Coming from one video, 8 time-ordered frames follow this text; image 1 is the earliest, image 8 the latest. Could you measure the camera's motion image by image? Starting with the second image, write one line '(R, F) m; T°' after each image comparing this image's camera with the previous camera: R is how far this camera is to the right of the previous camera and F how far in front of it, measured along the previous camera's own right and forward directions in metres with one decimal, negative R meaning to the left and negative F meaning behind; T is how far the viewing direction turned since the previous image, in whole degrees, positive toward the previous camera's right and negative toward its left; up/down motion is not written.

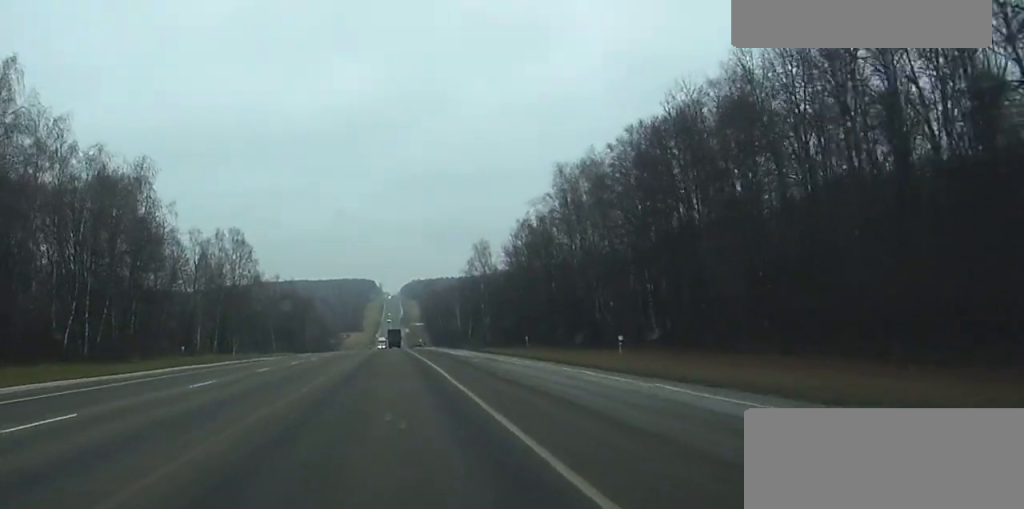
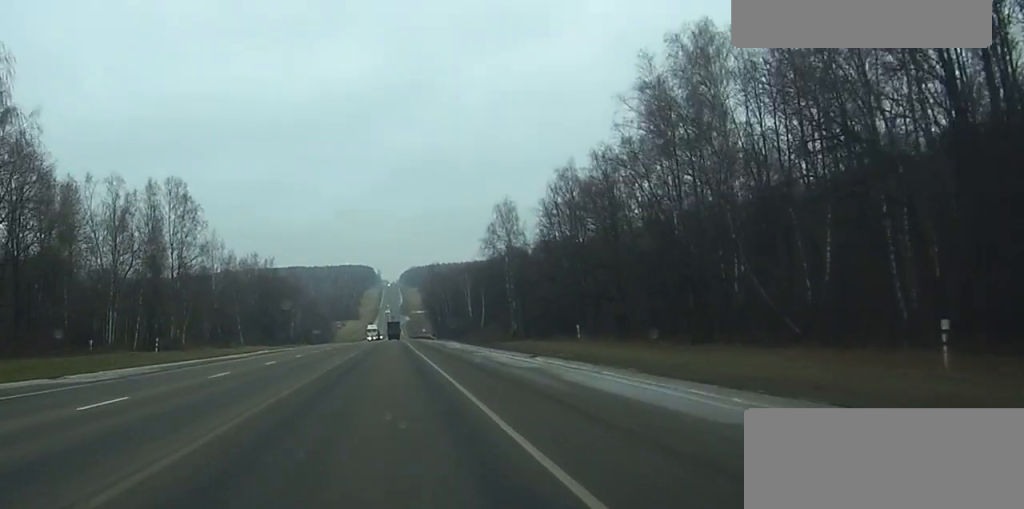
(0.0, +45.0) m; 0°
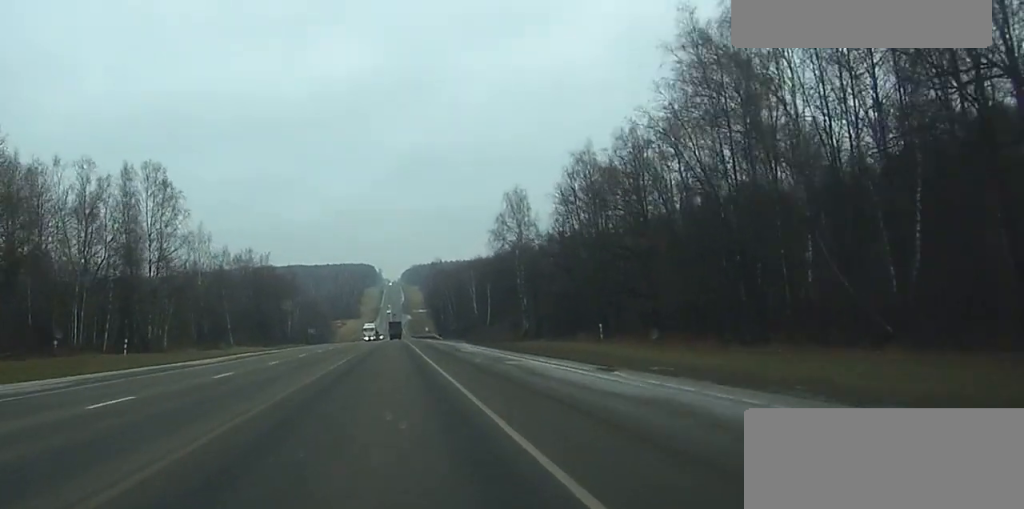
(0.0, +11.6) m; 0°
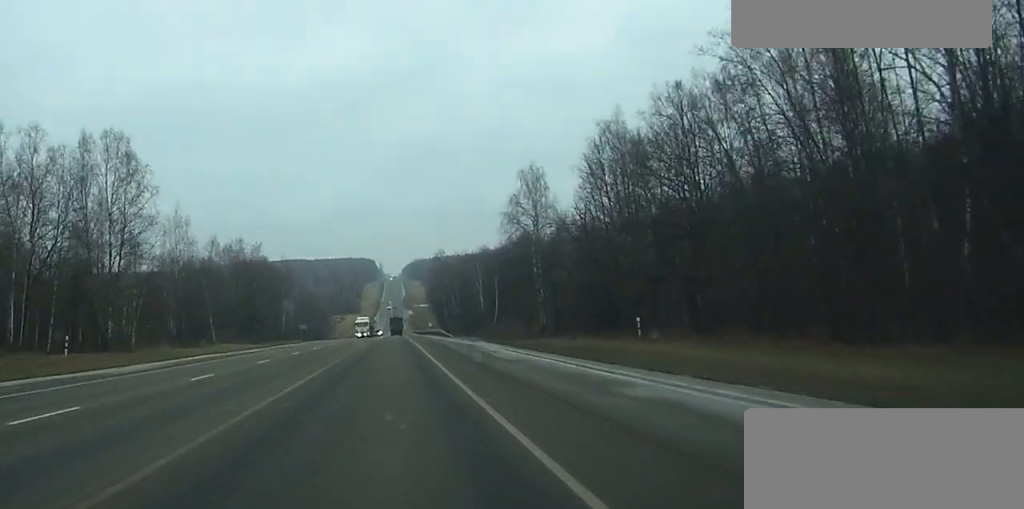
(0.0, +15.5) m; 0°
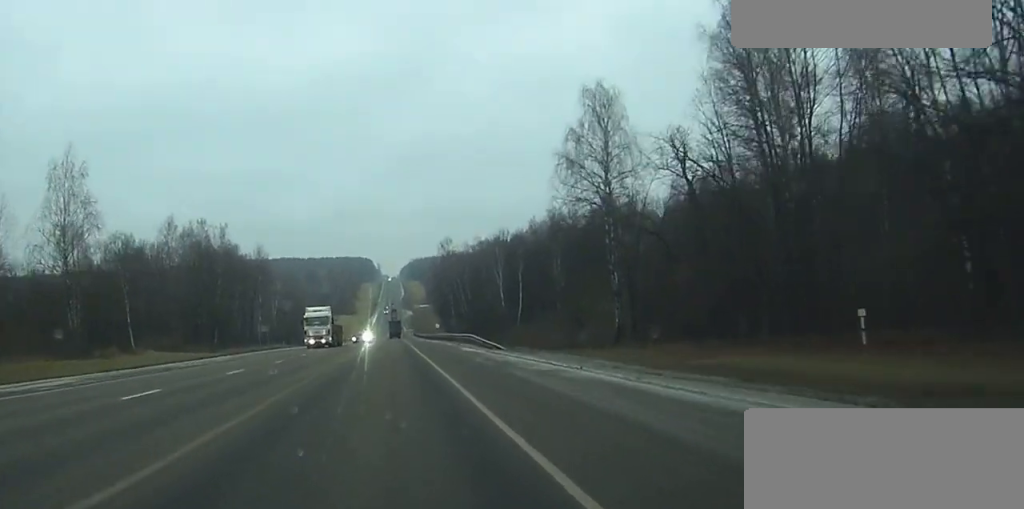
(0.0, +42.5) m; 0°
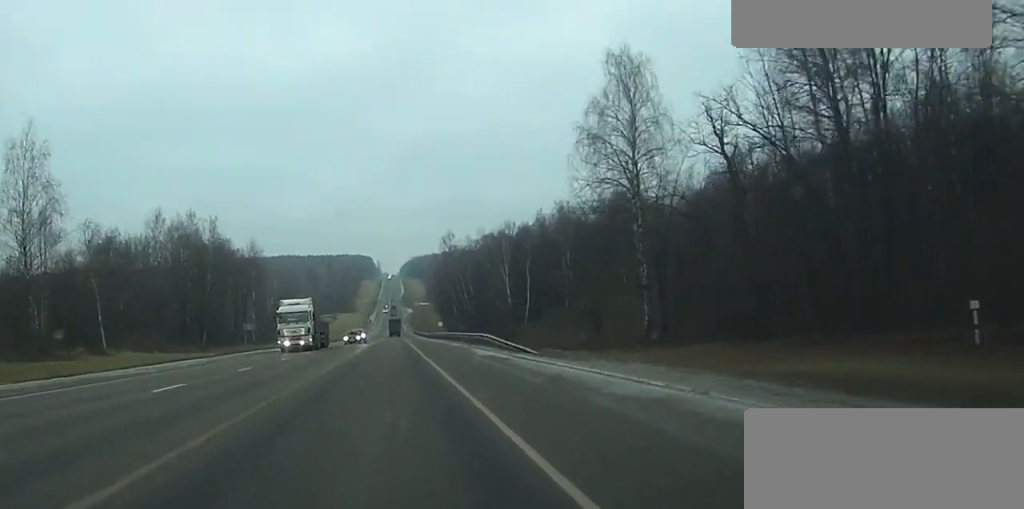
(-0.1, +9.5) m; 0°
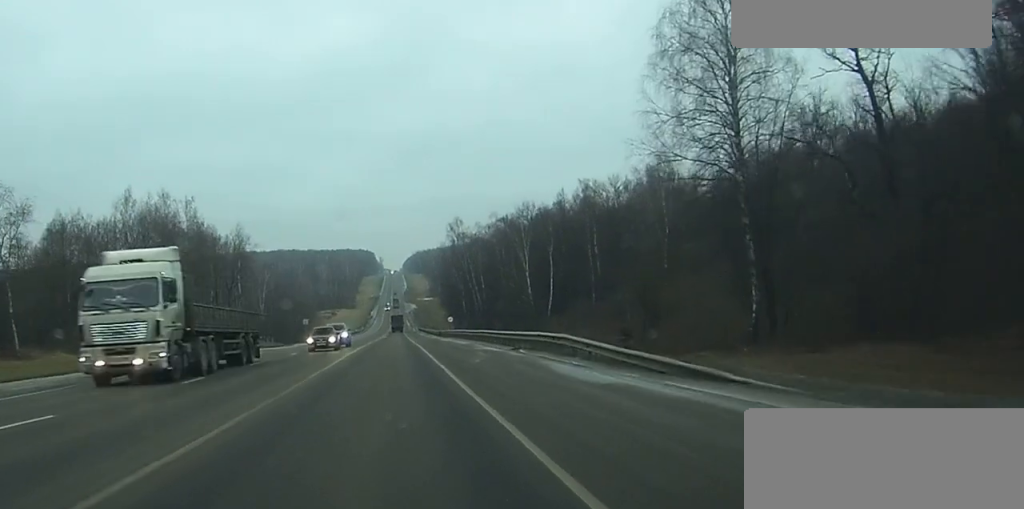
(0.0, +21.6) m; 0°
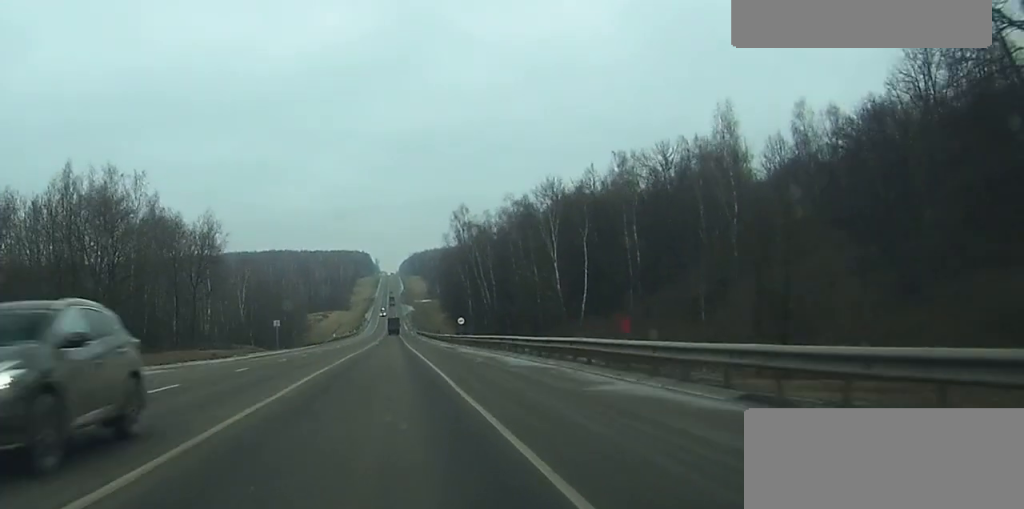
(0.0, +27.4) m; 0°
